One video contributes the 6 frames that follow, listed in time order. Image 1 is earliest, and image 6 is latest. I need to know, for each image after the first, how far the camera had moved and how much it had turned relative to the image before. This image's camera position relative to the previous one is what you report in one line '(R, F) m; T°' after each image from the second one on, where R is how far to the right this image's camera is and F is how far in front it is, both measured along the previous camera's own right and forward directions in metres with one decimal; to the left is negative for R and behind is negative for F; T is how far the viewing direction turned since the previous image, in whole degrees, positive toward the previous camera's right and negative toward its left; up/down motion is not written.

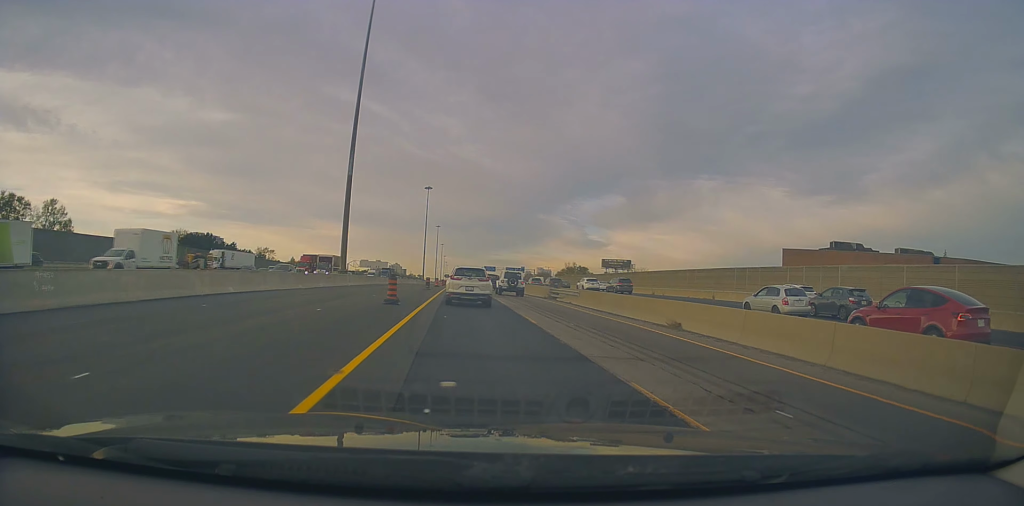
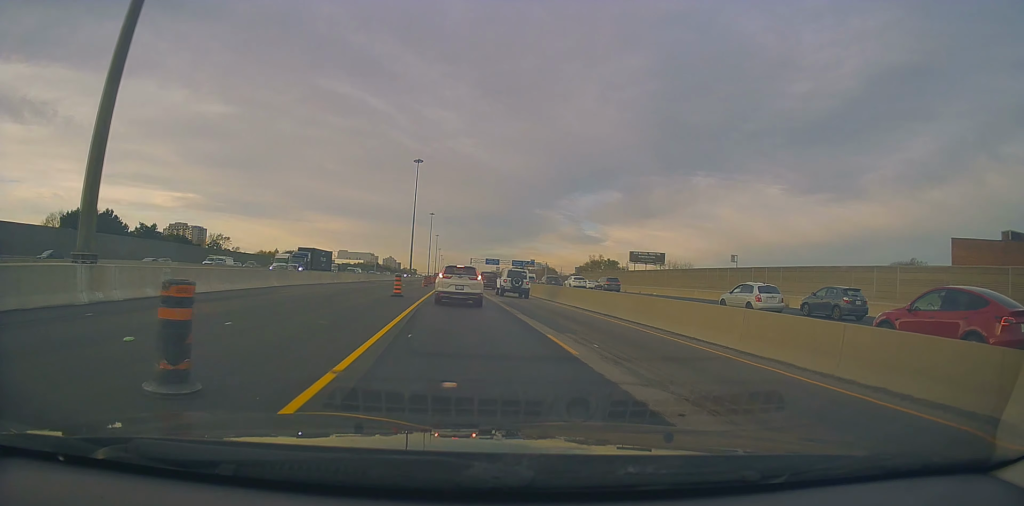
(+0.8, +41.9) m; 0°
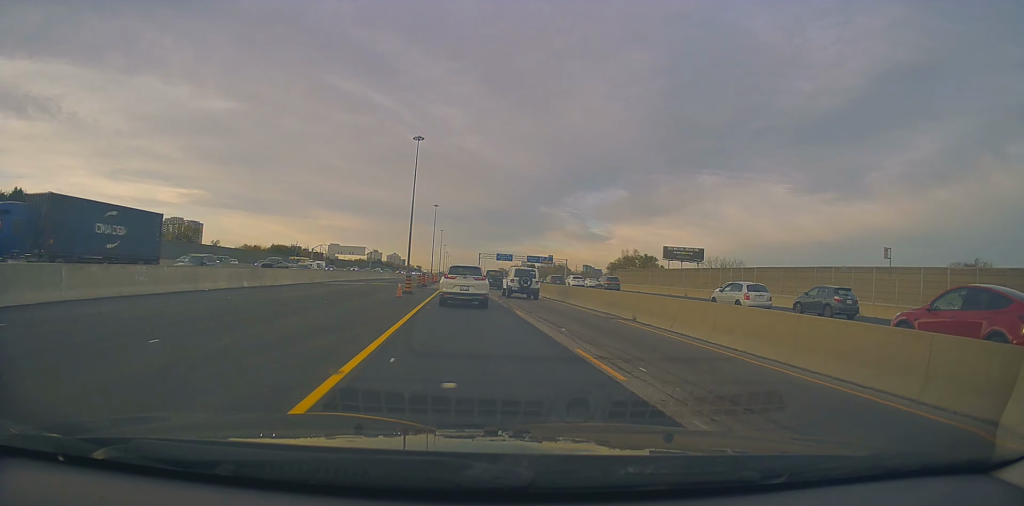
(-0.7, +27.2) m; -1°
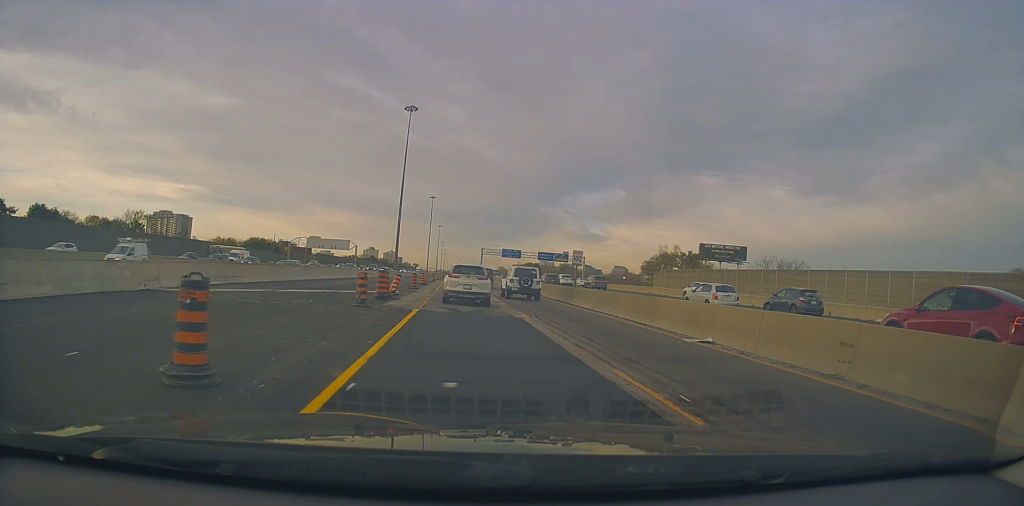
(+0.4, +27.1) m; +2°
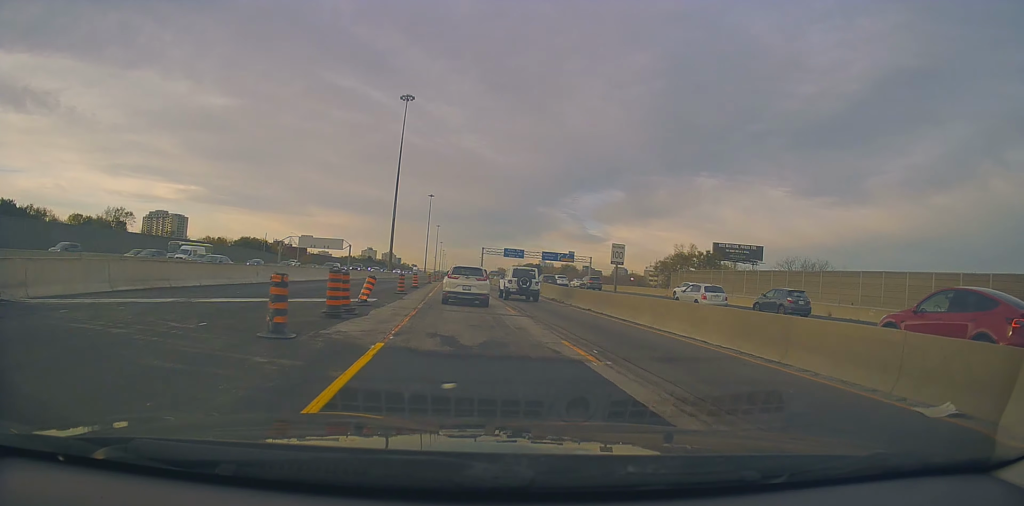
(+0.1, +8.5) m; 0°
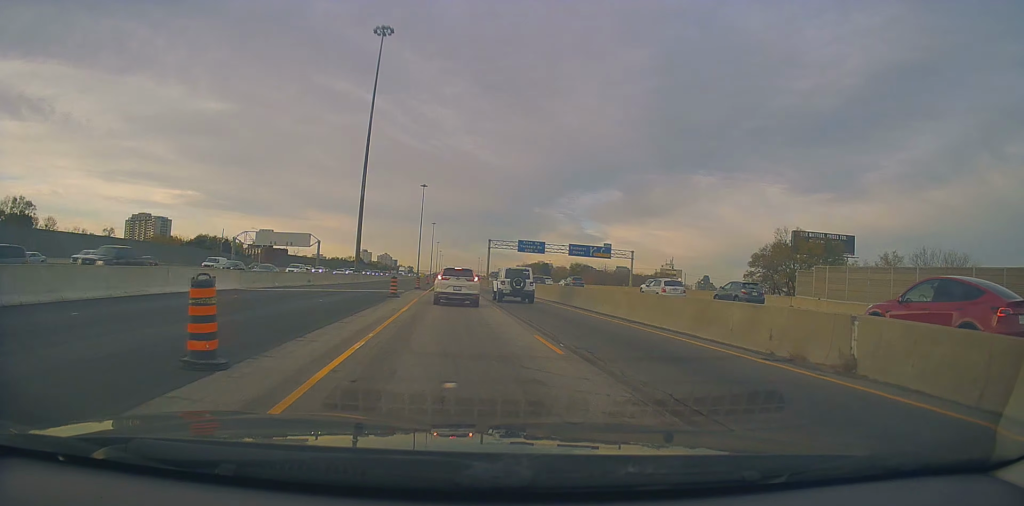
(+0.3, +34.6) m; 0°
